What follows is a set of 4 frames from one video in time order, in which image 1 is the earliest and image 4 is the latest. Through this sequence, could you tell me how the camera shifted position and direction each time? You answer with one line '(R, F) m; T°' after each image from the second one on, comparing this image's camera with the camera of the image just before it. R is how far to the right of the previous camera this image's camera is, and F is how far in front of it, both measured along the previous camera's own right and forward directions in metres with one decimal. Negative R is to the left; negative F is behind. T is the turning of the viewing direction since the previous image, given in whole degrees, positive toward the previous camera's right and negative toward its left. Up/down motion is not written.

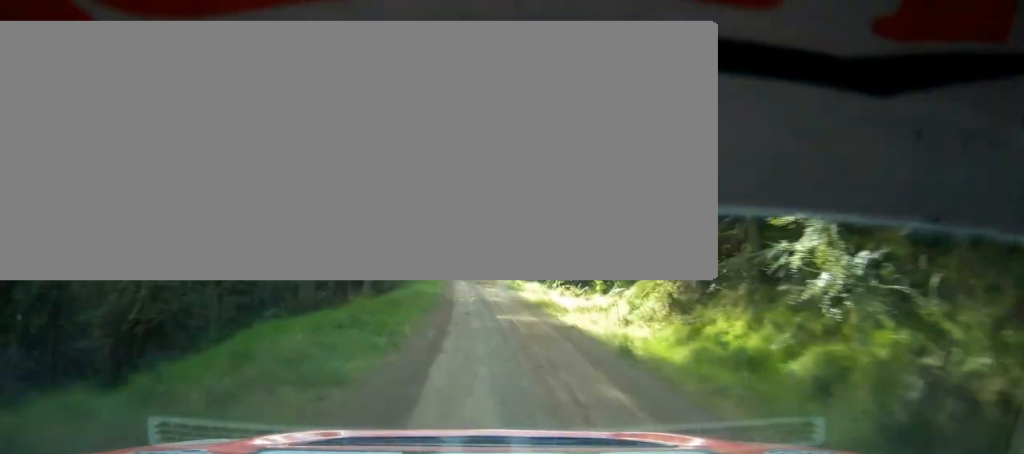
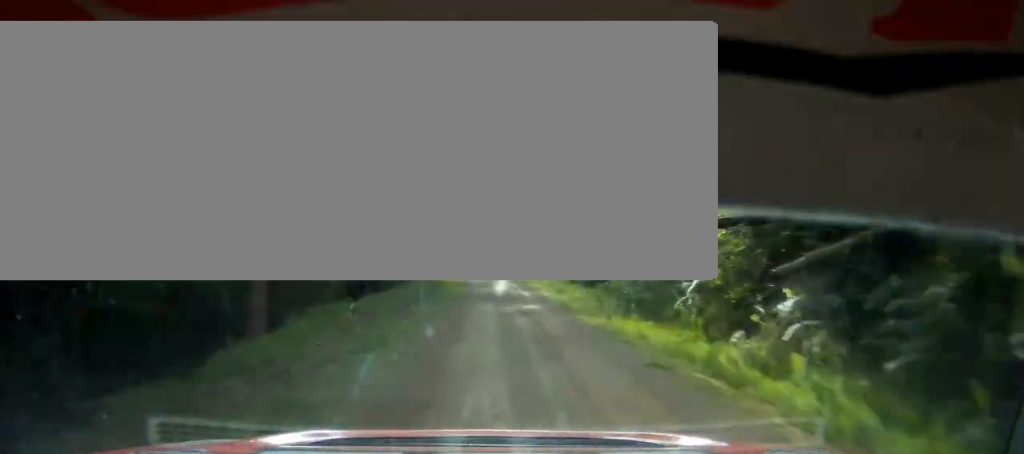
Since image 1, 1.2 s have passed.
(0.0, +39.7) m; -1°
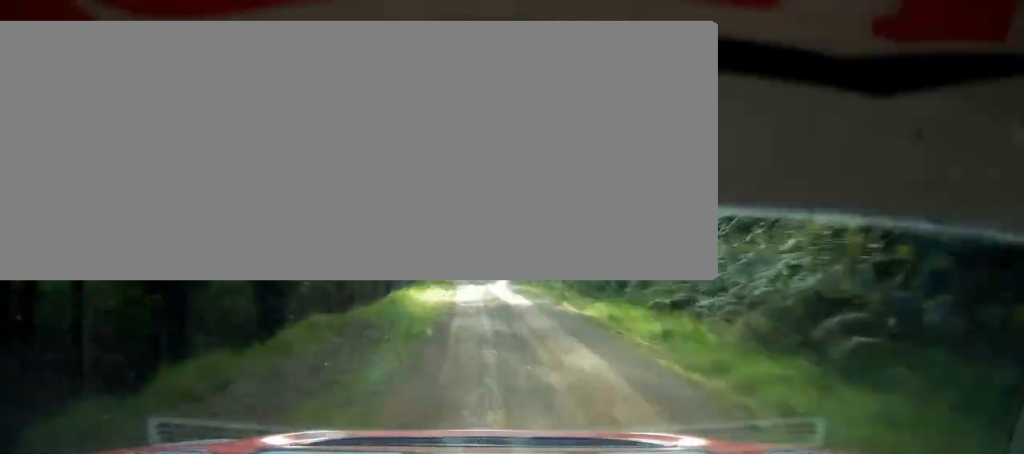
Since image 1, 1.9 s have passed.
(+0.1, +22.2) m; -1°
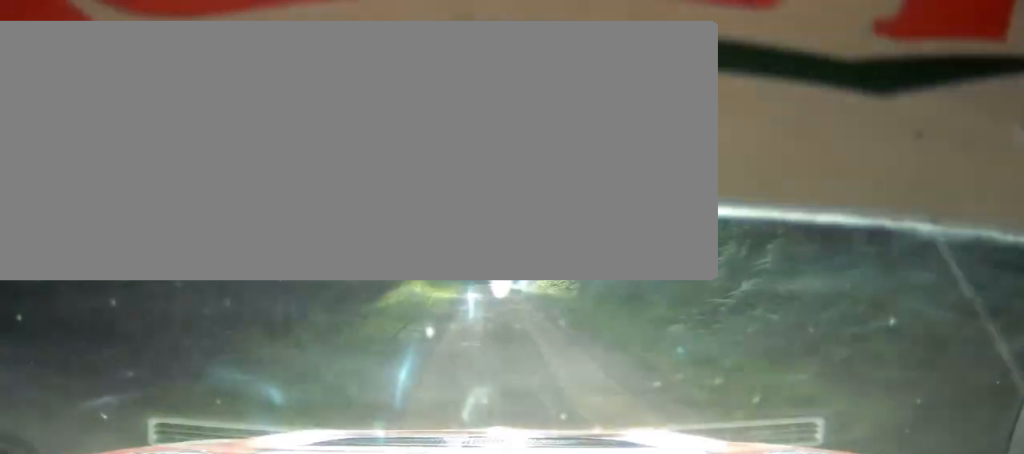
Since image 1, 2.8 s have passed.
(-0.8, +29.5) m; -2°
